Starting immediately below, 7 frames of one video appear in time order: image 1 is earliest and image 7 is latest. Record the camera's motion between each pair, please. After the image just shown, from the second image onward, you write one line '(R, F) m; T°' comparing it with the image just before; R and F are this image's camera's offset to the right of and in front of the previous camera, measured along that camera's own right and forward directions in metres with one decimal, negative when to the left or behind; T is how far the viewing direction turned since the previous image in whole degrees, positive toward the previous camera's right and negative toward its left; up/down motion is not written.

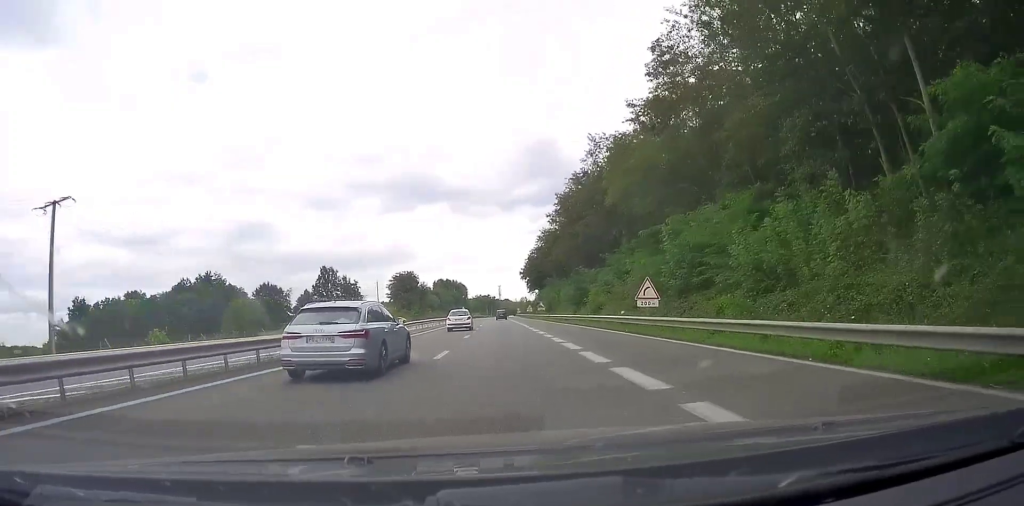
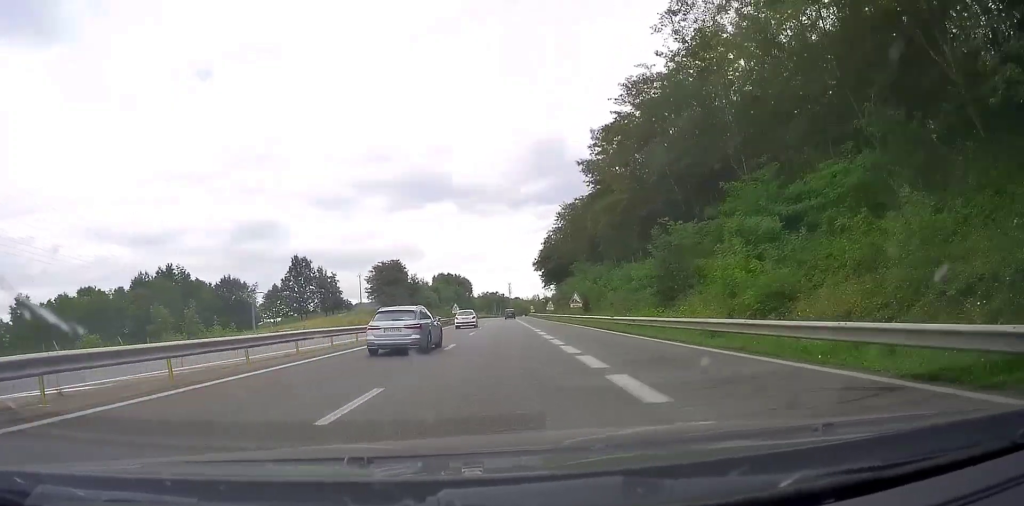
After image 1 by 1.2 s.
(-0.5, +41.0) m; -1°
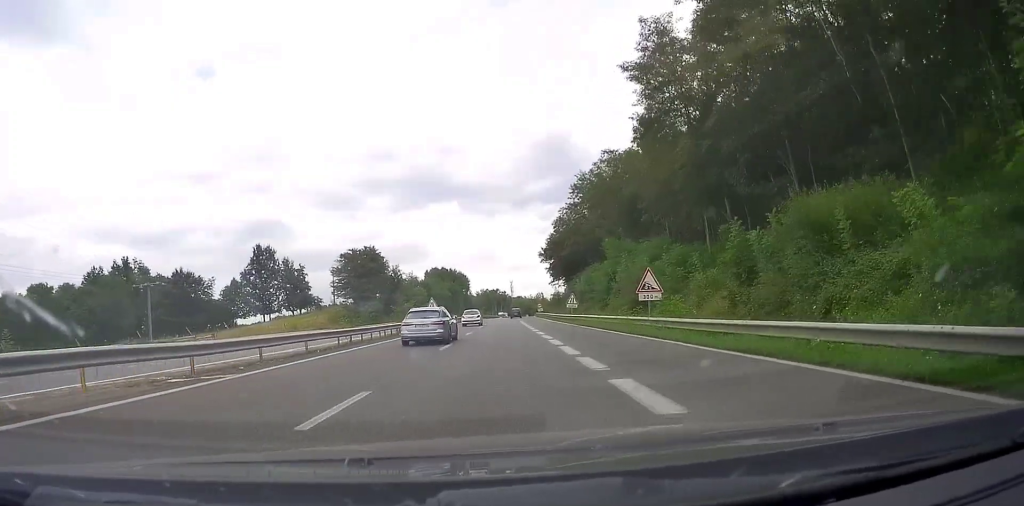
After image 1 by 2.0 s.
(0.0, +29.1) m; -1°
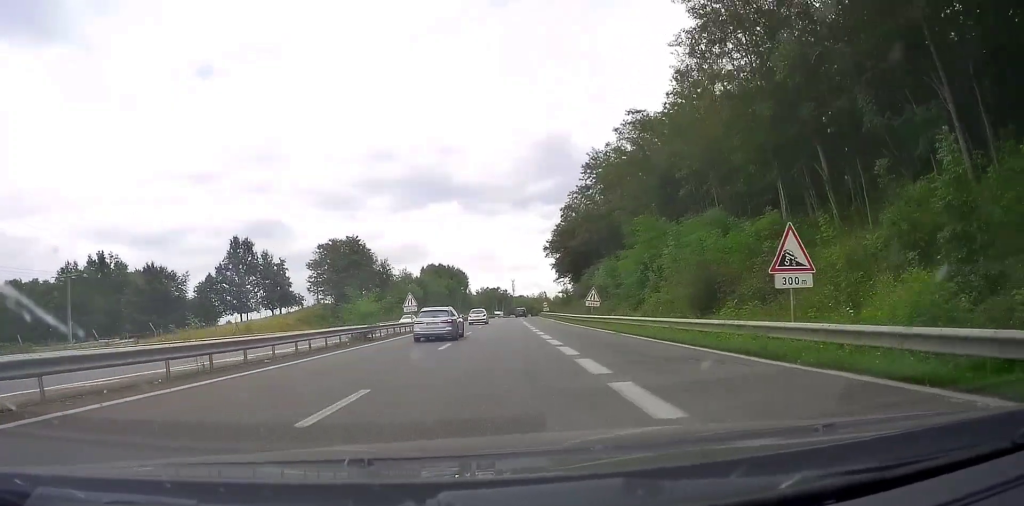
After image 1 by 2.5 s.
(-0.1, +13.9) m; 0°
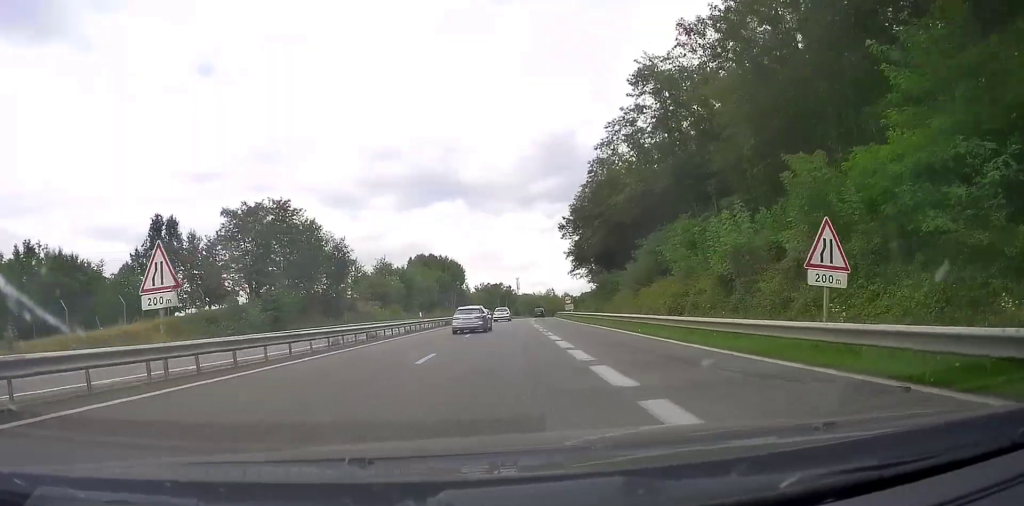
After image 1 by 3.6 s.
(-0.4, +33.7) m; 0°
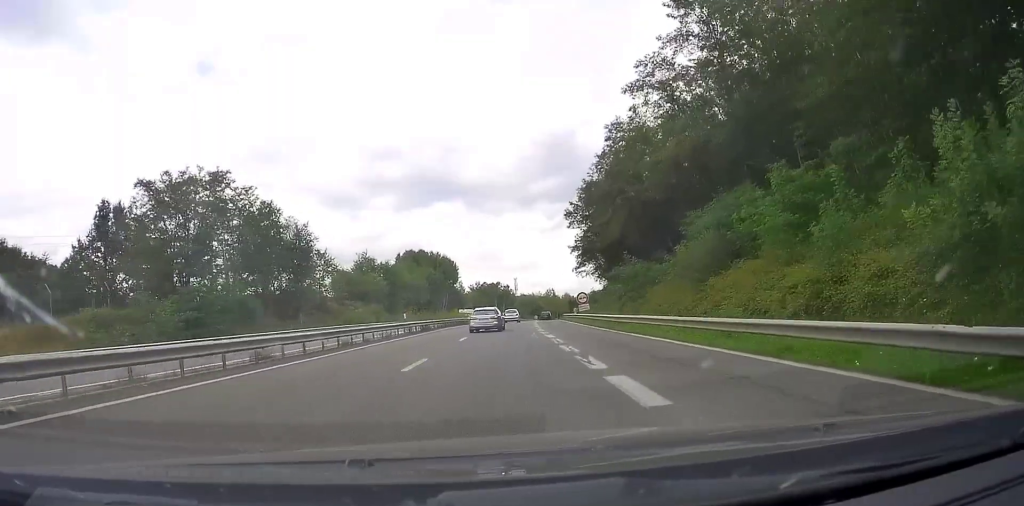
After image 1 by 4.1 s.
(0.0, +15.1) m; +1°
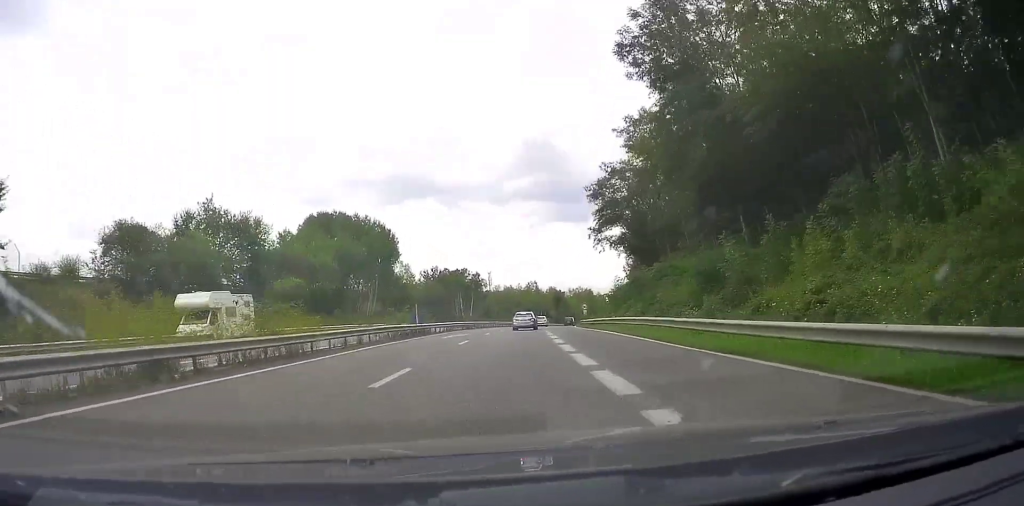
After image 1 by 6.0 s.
(+1.0, +56.8) m; +2°
